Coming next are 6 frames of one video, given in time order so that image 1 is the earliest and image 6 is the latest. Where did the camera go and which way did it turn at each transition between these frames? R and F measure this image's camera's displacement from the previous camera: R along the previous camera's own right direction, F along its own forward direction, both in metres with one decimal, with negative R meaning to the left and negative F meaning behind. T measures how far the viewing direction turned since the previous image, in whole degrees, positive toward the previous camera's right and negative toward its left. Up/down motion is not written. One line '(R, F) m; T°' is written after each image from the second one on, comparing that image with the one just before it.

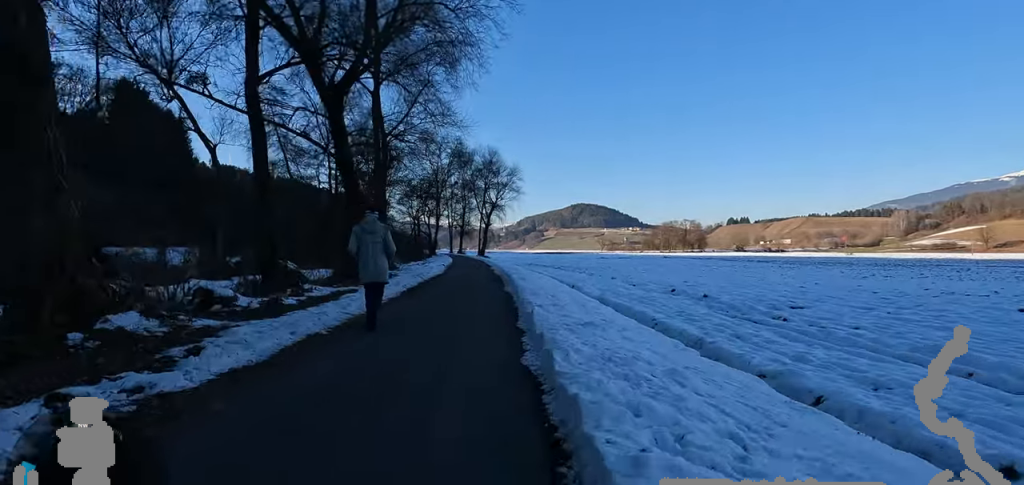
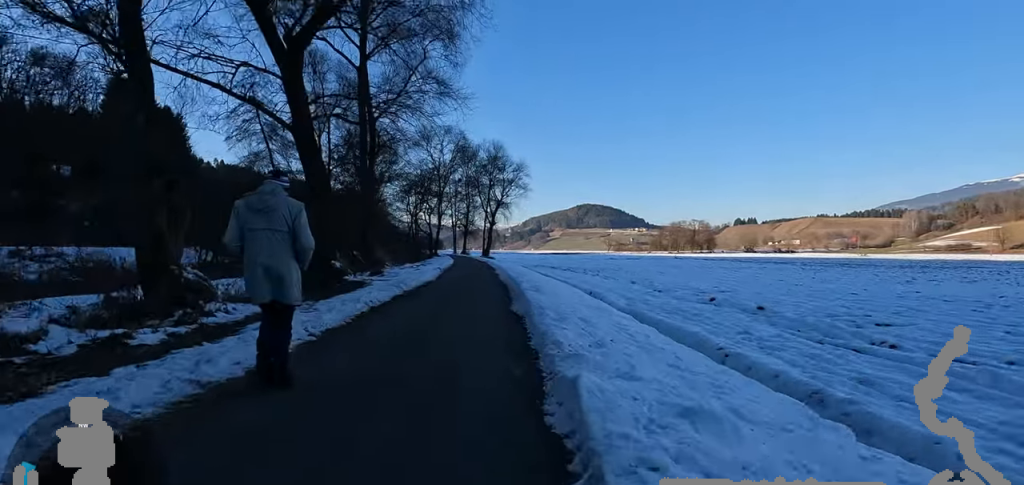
(-0.5, +4.3) m; +1°
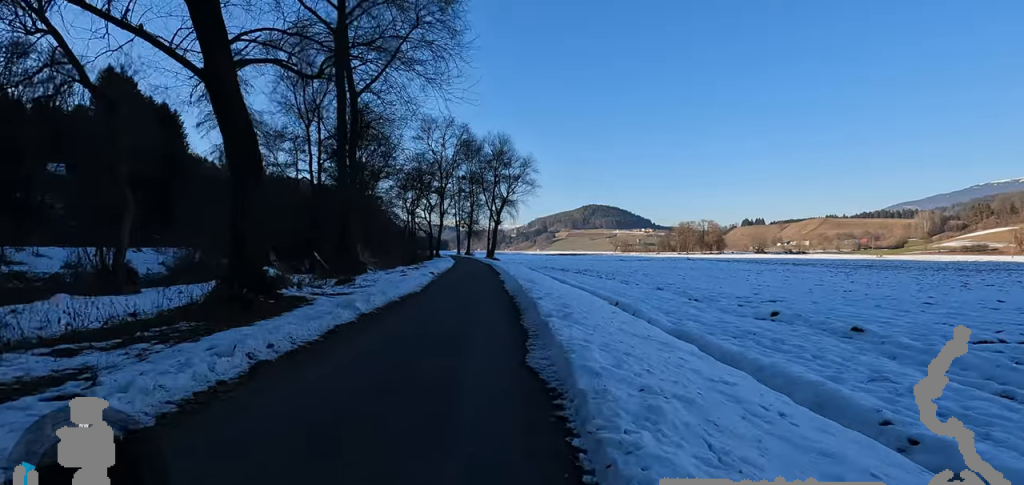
(+0.2, +4.7) m; 0°
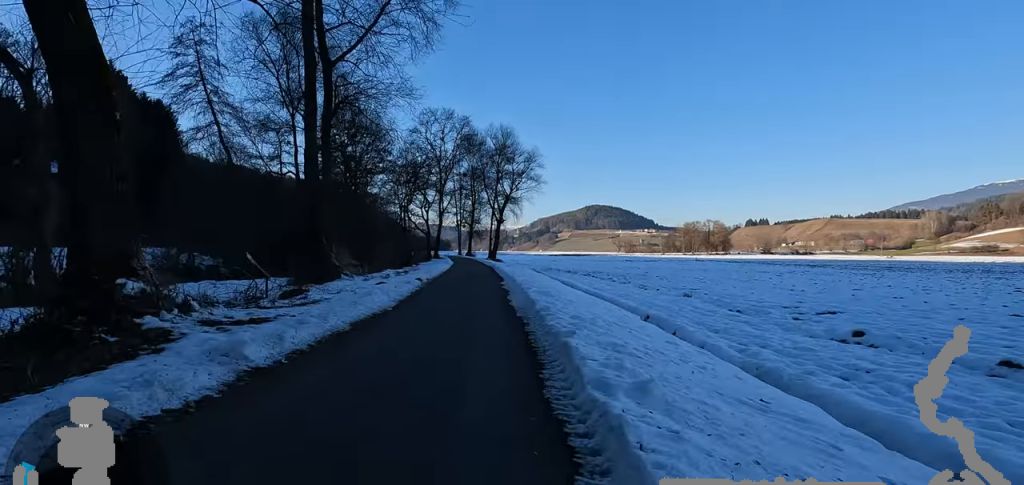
(+0.2, +4.1) m; 0°
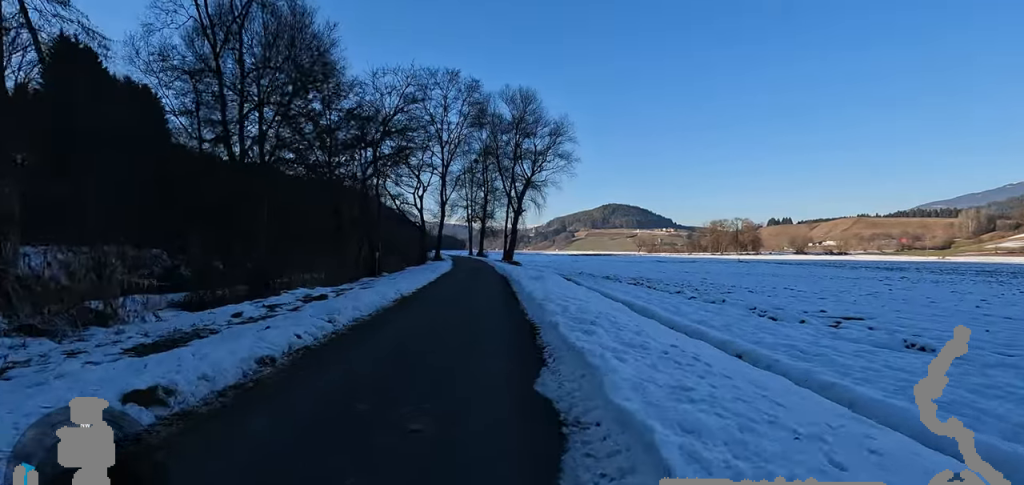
(-0.3, +14.2) m; -5°
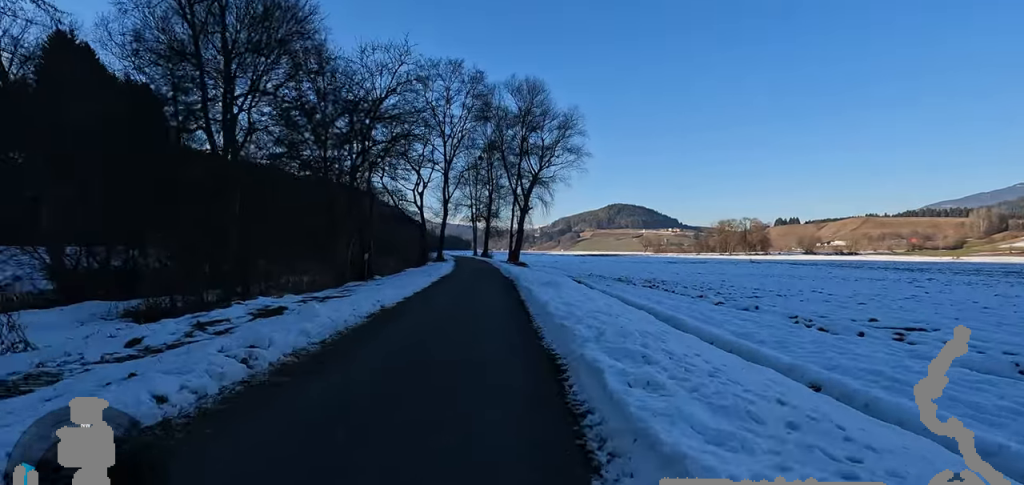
(-0.2, +2.7) m; -3°
